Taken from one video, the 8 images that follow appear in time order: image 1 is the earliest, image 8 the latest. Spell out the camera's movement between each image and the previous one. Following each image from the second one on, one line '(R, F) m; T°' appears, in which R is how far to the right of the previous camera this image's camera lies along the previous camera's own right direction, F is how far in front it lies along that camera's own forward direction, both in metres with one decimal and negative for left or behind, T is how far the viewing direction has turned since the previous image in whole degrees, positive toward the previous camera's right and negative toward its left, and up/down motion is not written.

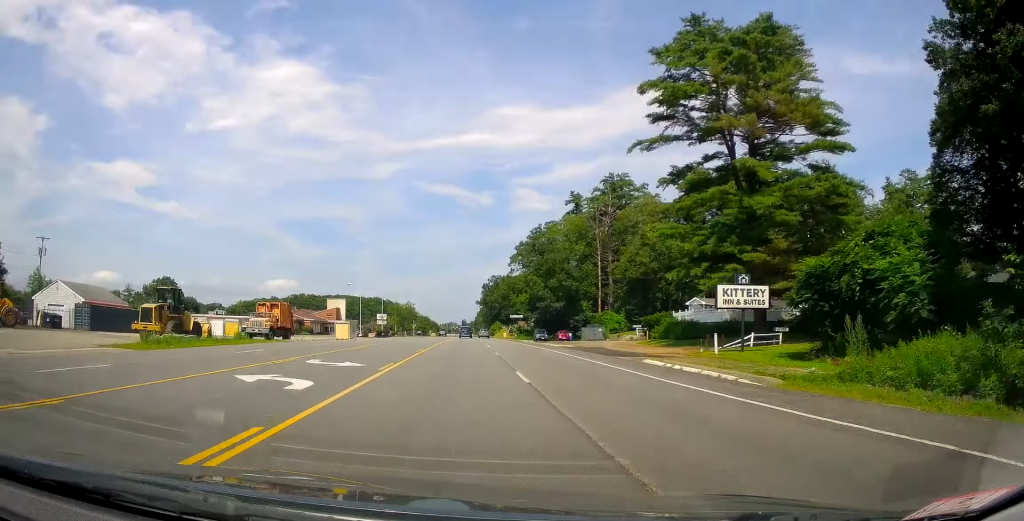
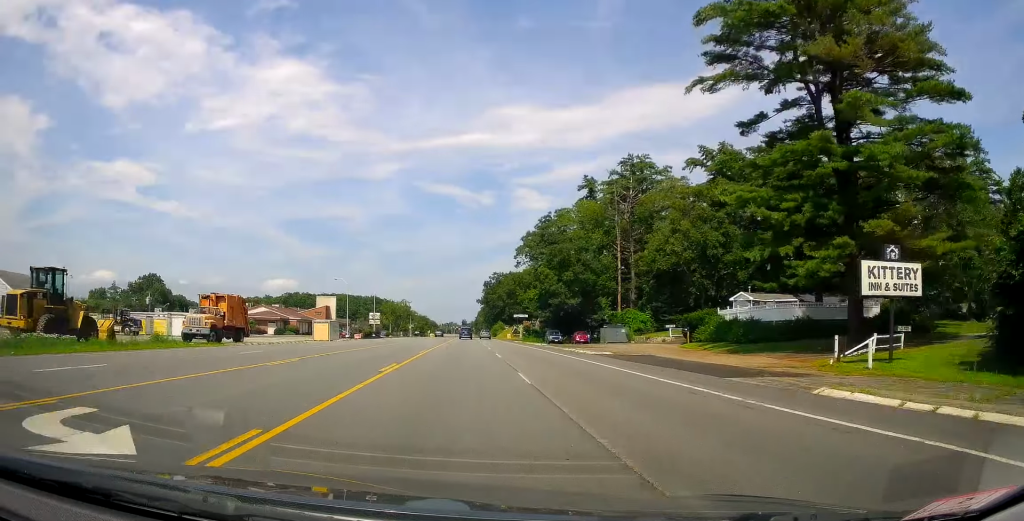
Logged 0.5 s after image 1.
(0.0, +12.0) m; 0°
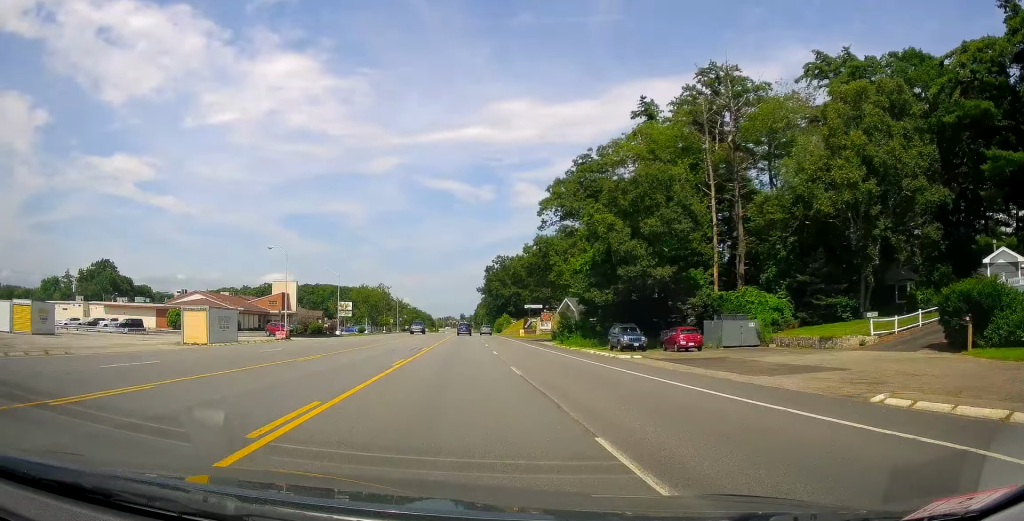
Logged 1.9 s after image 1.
(+0.4, +33.0) m; +1°
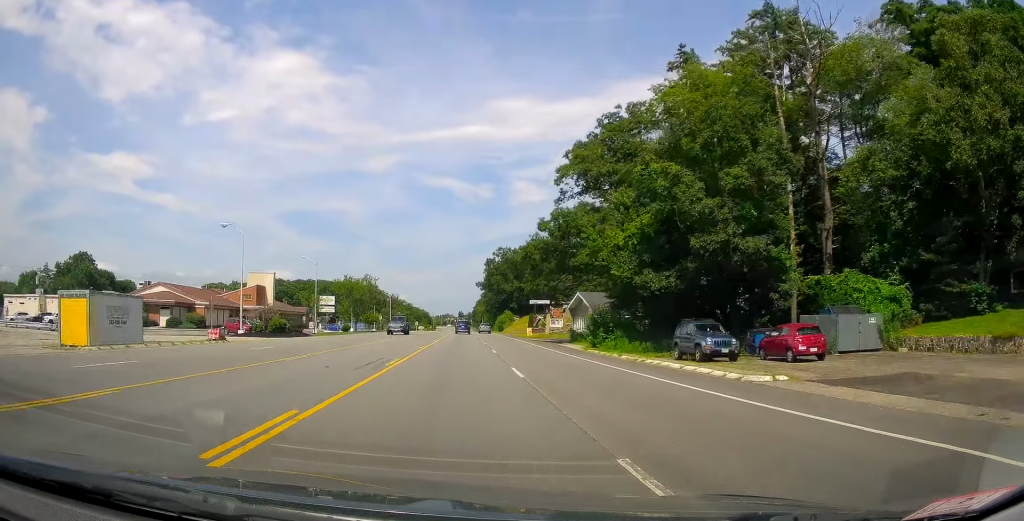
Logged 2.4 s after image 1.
(0.0, +13.0) m; 0°
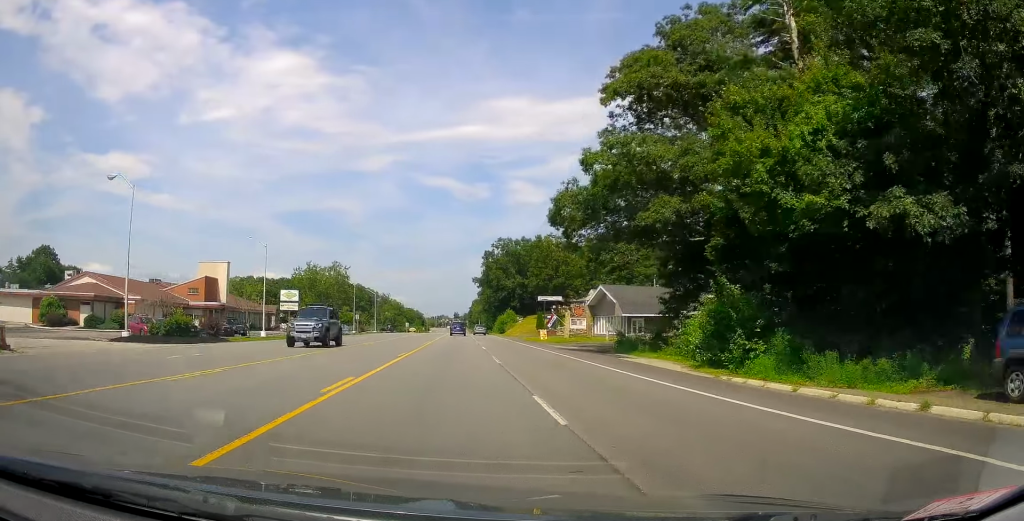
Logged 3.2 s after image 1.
(-0.2, +18.8) m; 0°
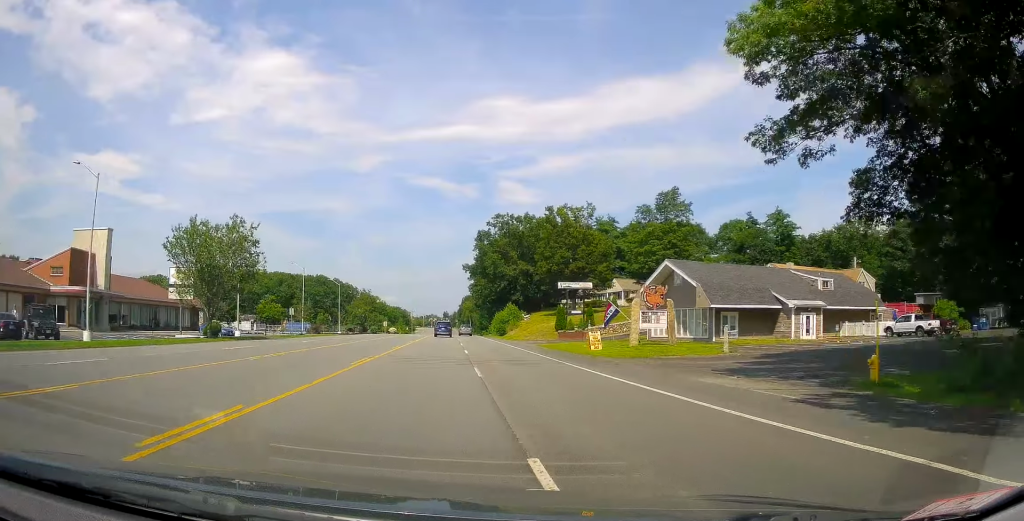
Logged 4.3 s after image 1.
(+0.2, +29.0) m; 0°
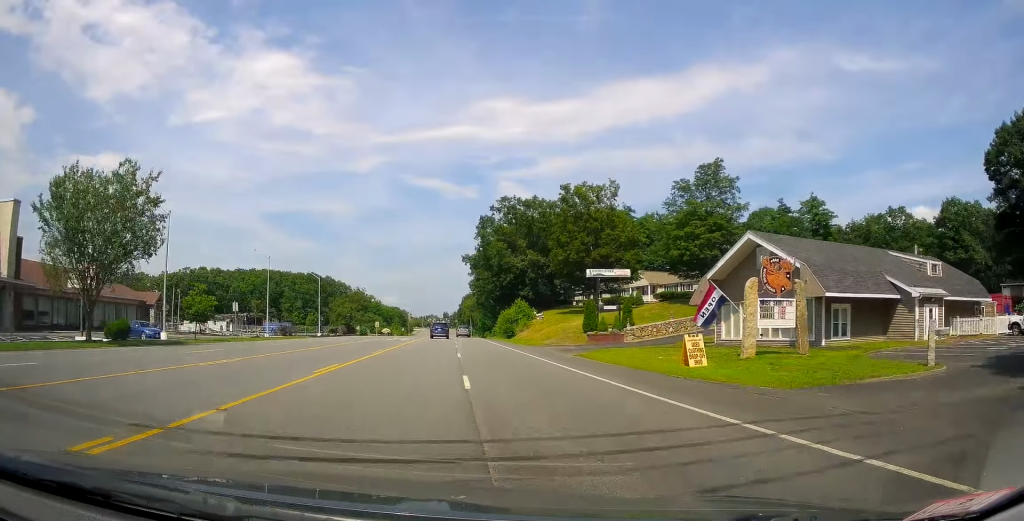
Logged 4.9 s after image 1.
(-0.2, +15.1) m; 0°
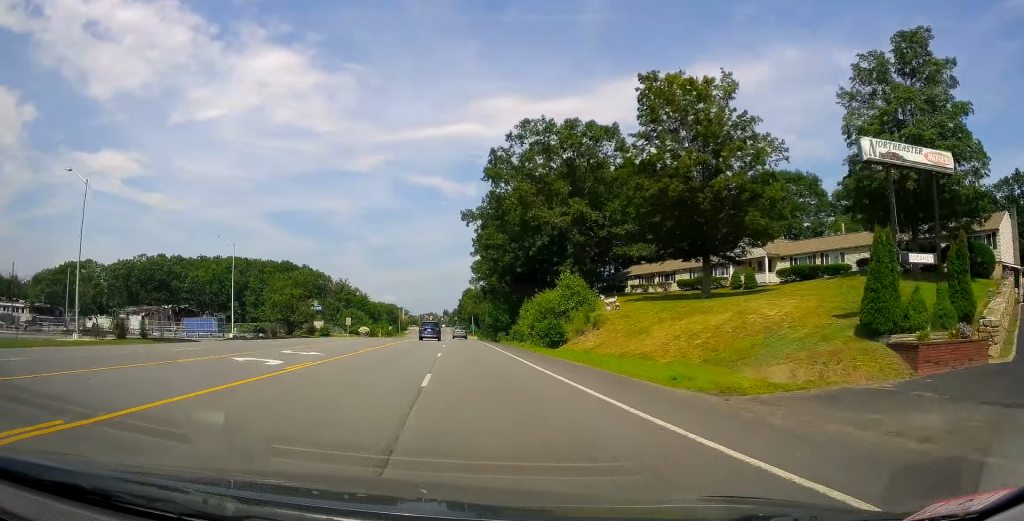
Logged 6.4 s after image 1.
(+0.4, +35.9) m; +1°
